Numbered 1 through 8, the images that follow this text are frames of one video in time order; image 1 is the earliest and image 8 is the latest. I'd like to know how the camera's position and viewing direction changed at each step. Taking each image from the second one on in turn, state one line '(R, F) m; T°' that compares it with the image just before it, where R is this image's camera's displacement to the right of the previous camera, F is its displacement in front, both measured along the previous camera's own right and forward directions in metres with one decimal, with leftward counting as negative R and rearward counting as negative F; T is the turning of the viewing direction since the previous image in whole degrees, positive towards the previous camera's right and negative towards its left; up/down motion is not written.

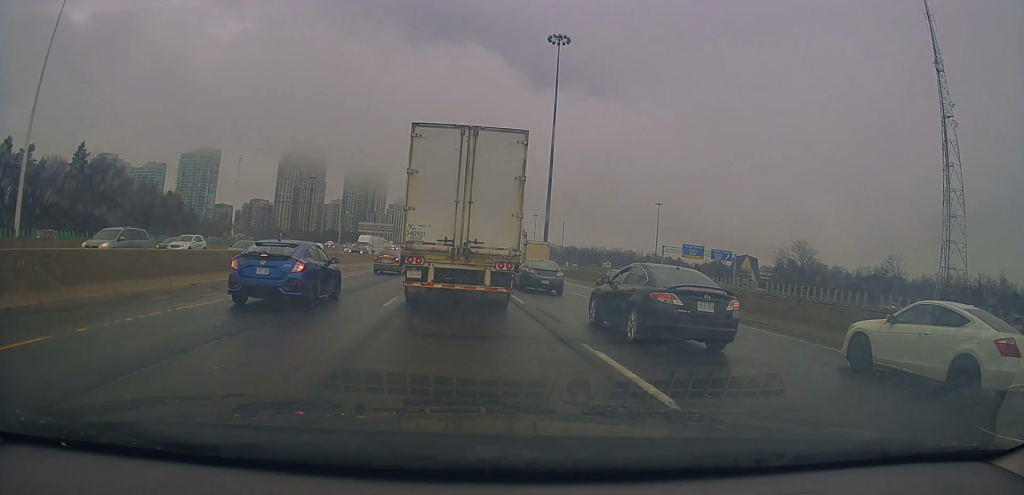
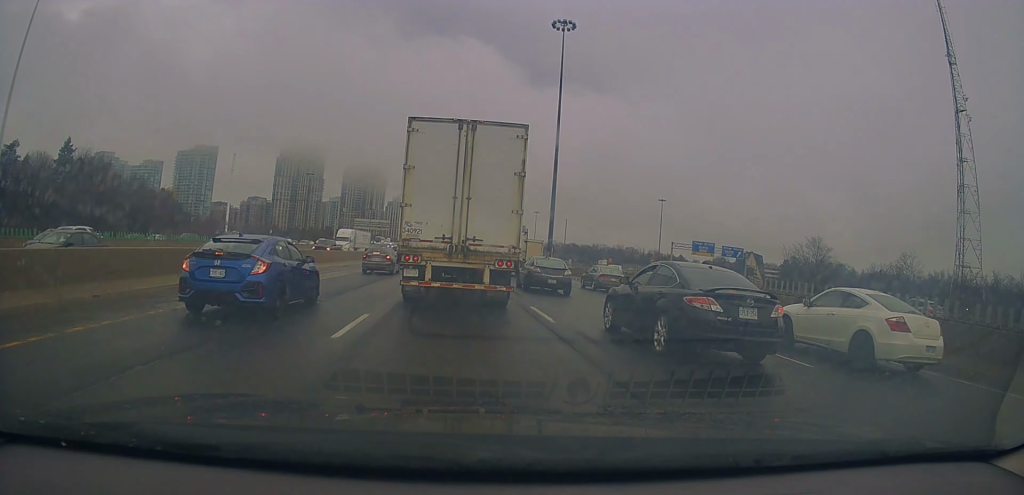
(+0.3, +5.2) m; +1°
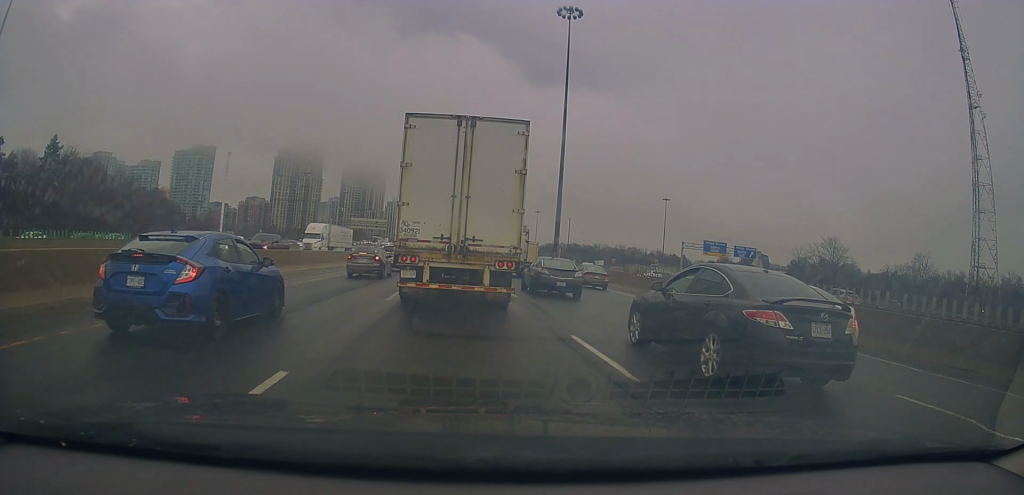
(0.0, +5.2) m; 0°
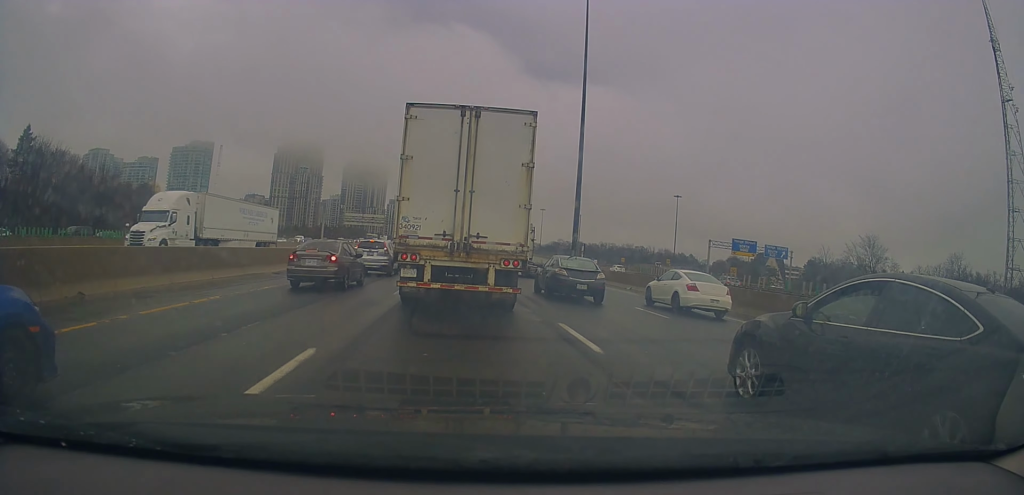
(-0.2, +10.9) m; 0°
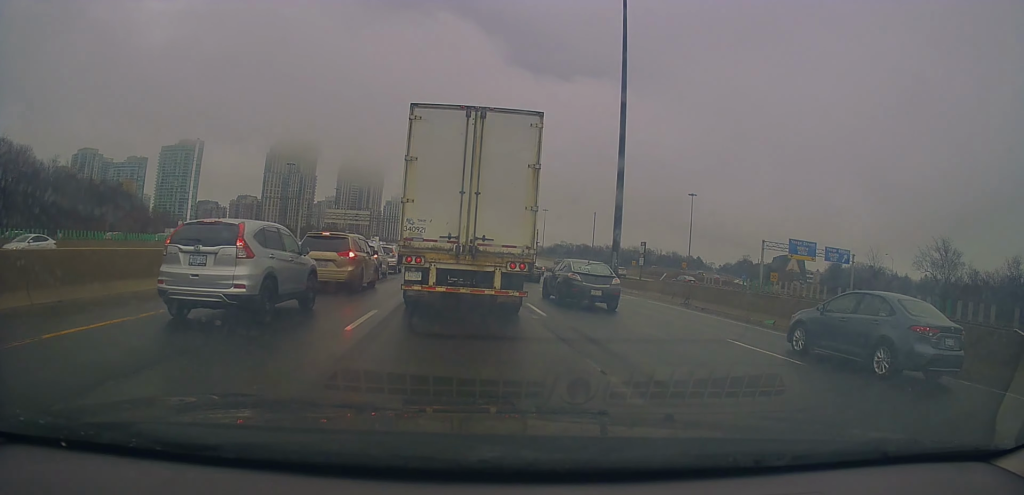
(-0.5, +18.5) m; -4°
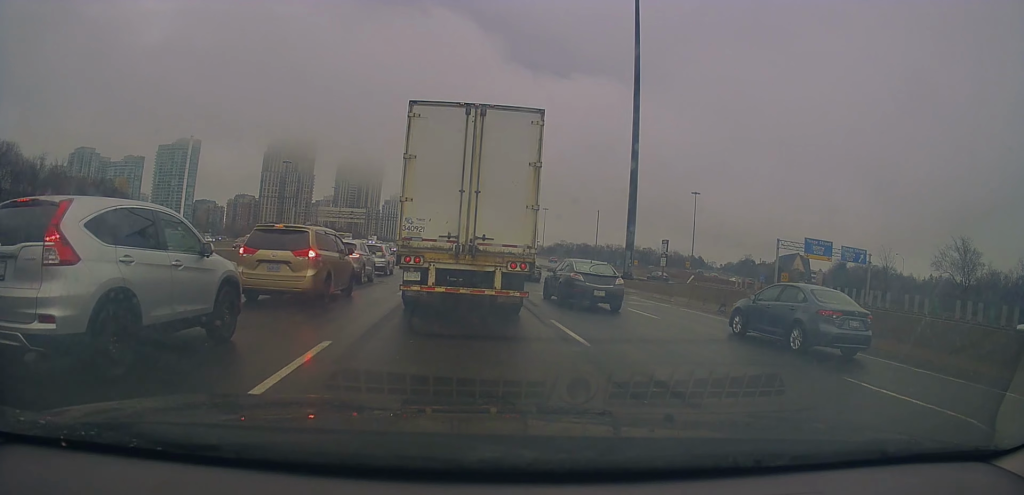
(0.0, +4.3) m; +3°
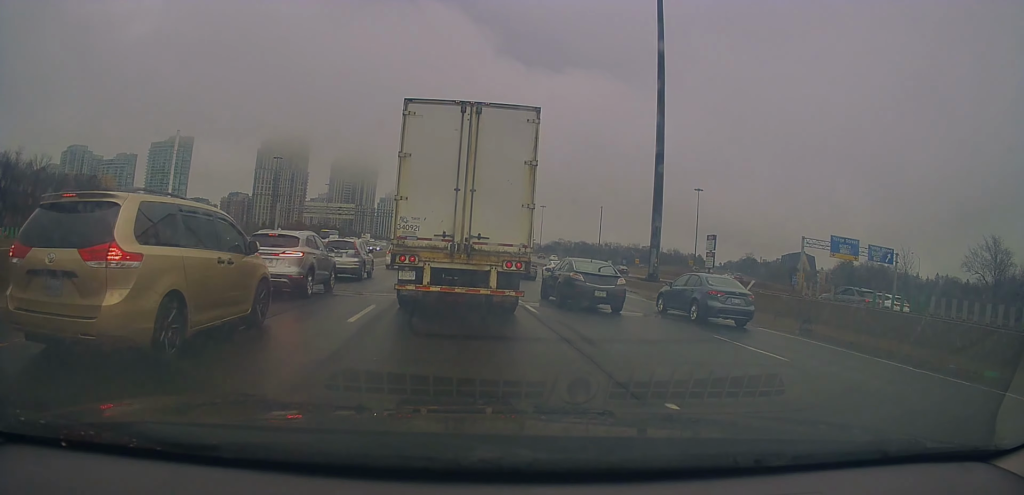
(+0.3, +7.0) m; +1°
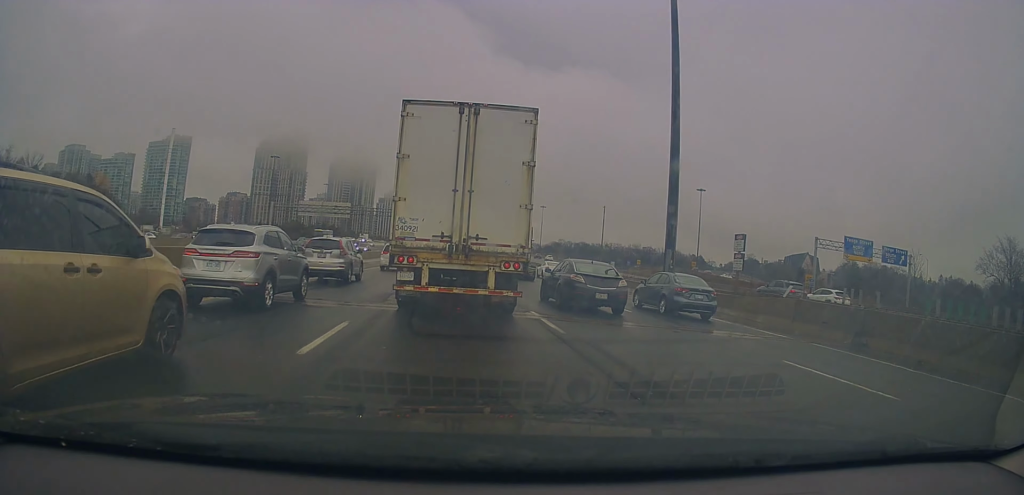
(+0.3, +3.2) m; -1°
